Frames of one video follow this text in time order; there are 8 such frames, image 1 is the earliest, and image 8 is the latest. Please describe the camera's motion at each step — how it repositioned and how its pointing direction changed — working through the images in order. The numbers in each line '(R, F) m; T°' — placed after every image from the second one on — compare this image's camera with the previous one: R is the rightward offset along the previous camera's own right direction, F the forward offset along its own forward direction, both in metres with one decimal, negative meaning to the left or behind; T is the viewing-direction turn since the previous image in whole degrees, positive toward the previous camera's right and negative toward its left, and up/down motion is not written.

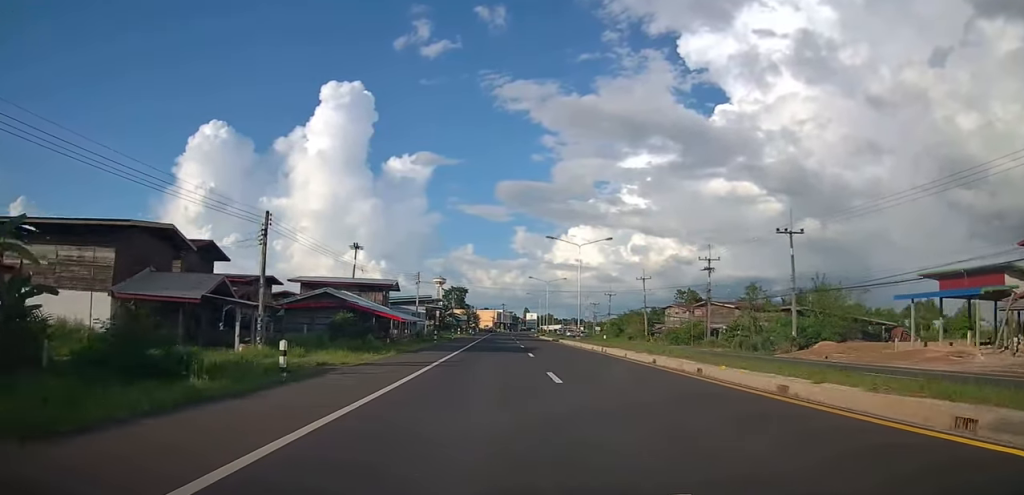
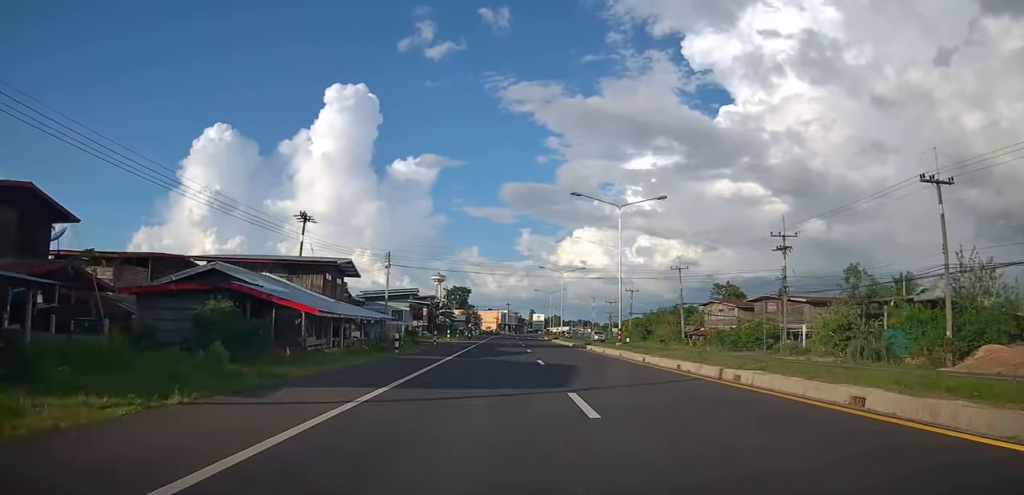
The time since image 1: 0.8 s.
(0.0, +17.4) m; 0°
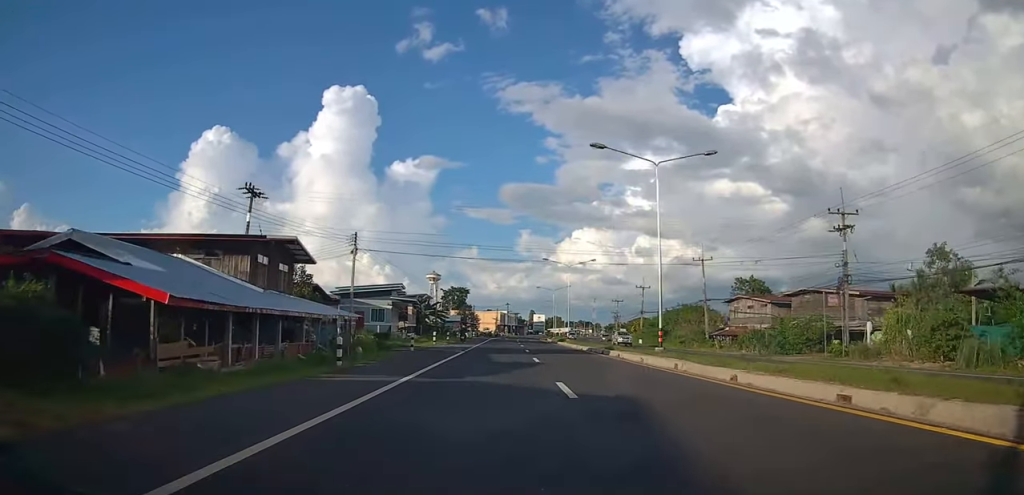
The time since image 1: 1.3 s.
(0.0, +9.6) m; 0°
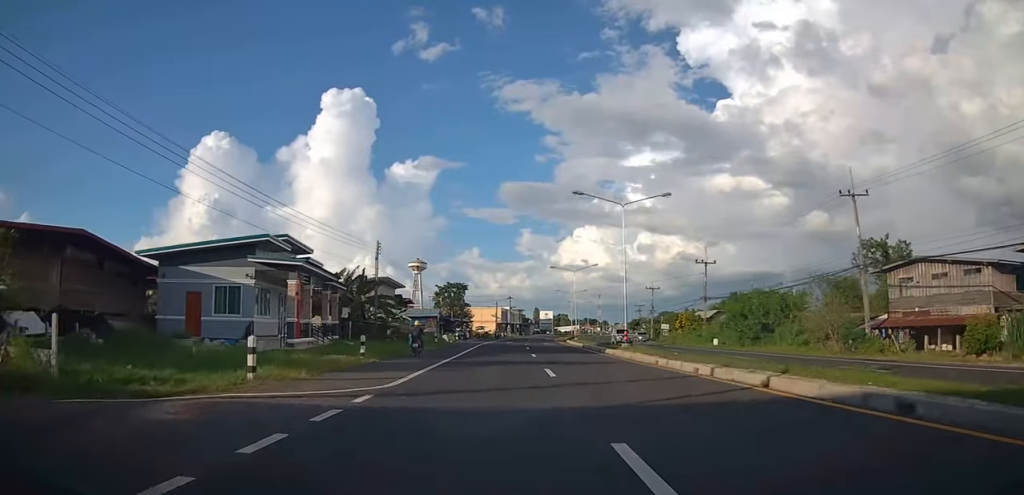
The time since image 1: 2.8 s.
(0.0, +31.5) m; +2°
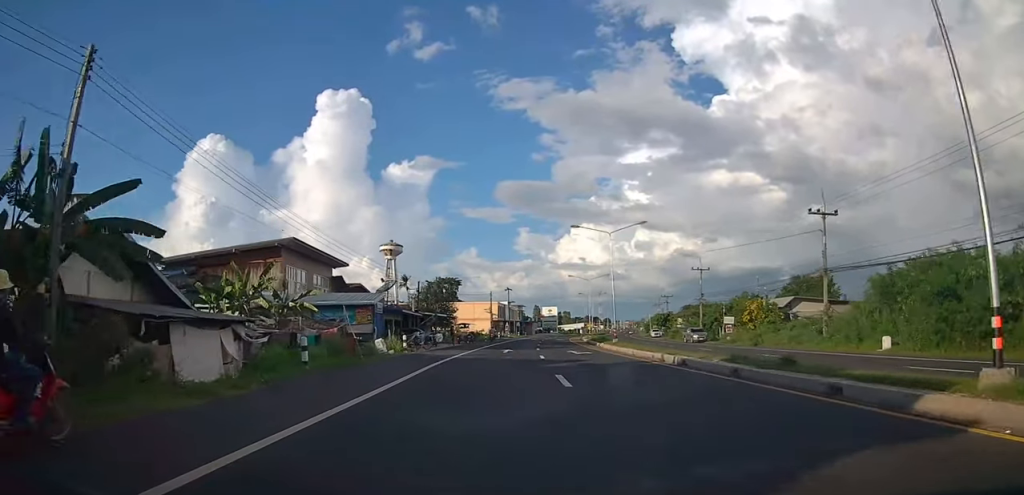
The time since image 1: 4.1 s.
(+0.8, +27.7) m; 0°
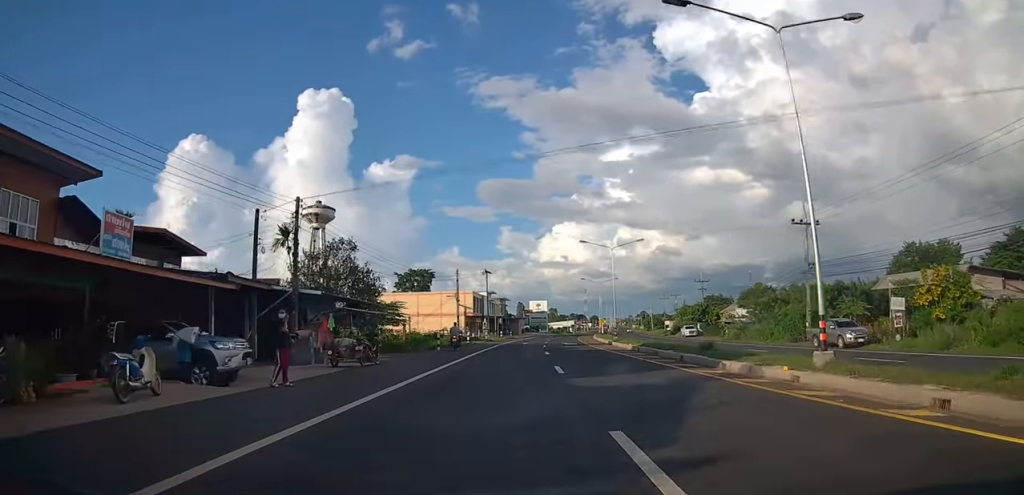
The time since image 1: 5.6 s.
(-1.1, +32.5) m; -2°
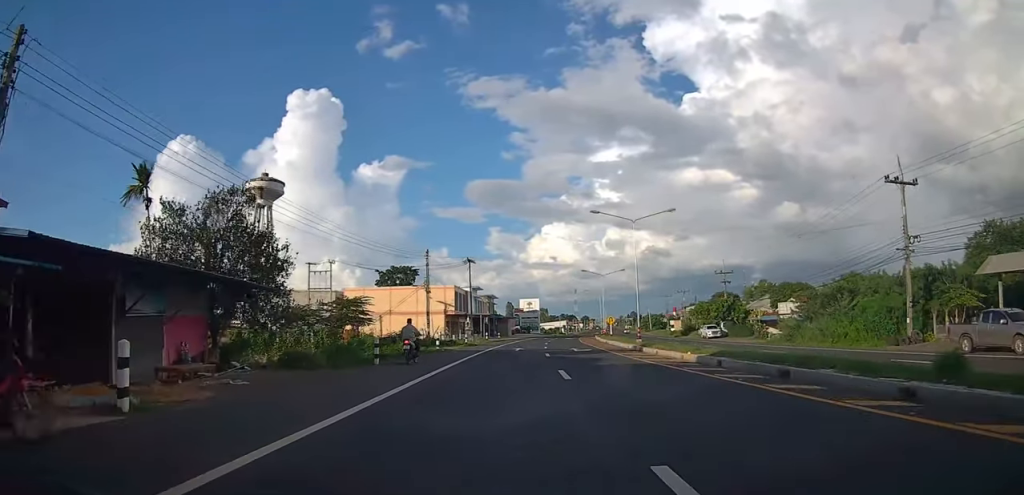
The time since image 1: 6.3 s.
(0.0, +14.1) m; +1°
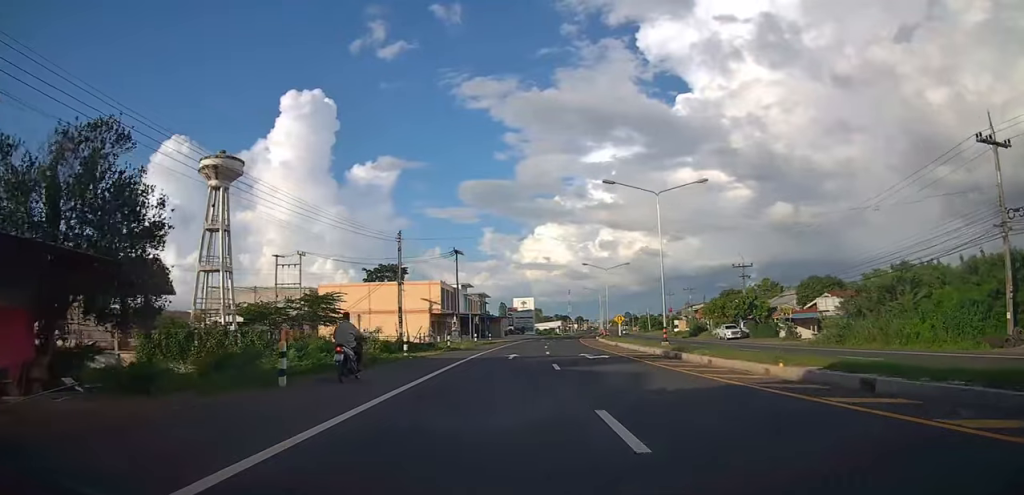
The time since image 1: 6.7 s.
(-0.1, +8.6) m; +1°
